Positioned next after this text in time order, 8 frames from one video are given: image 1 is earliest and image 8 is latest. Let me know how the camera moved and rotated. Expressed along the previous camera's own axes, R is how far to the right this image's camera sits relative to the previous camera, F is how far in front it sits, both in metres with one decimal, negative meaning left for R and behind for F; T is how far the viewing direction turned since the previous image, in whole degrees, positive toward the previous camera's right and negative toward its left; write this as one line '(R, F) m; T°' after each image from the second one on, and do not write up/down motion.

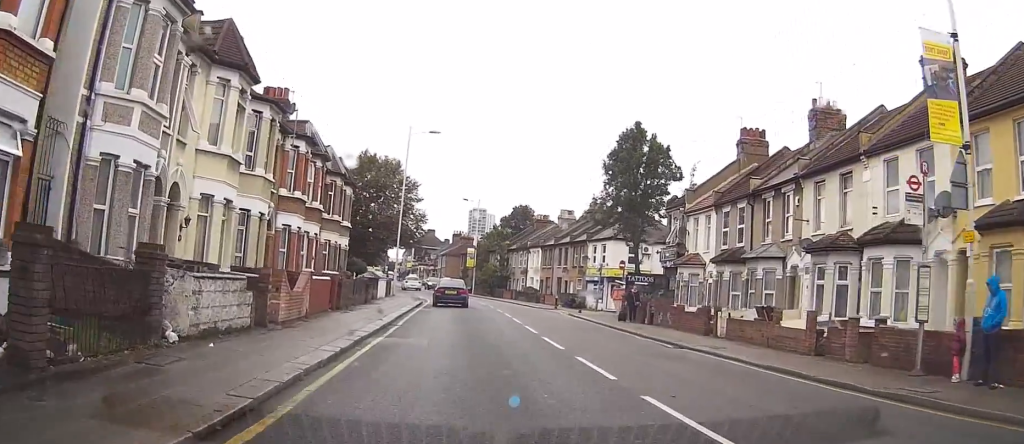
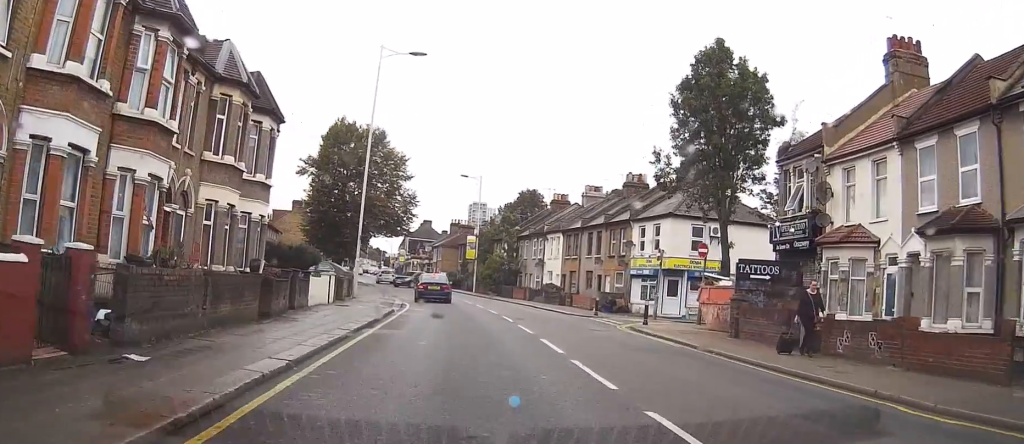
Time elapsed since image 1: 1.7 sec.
(0.0, +16.2) m; 0°
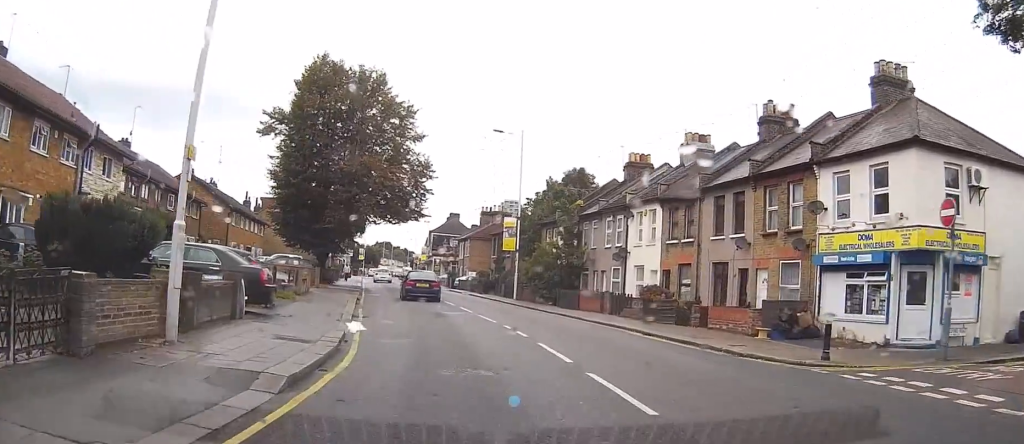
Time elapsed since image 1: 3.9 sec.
(-0.5, +21.1) m; -3°
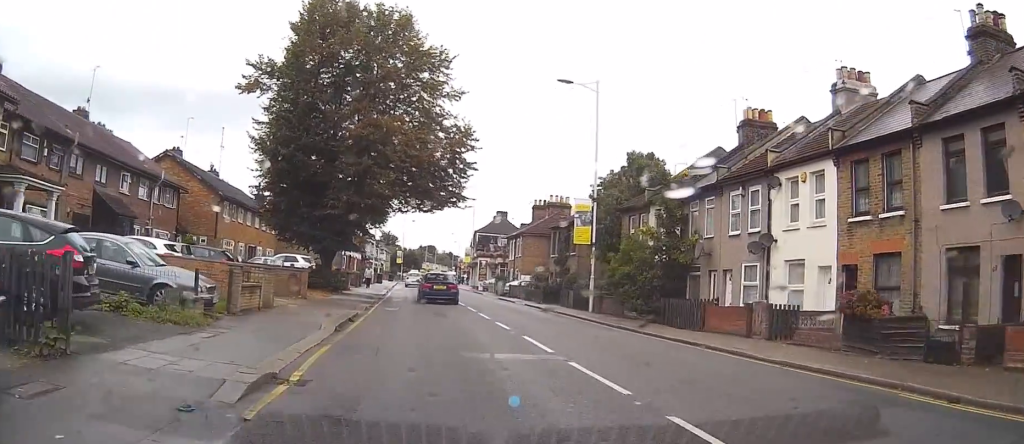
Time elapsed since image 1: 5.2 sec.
(-0.1, +13.3) m; -3°
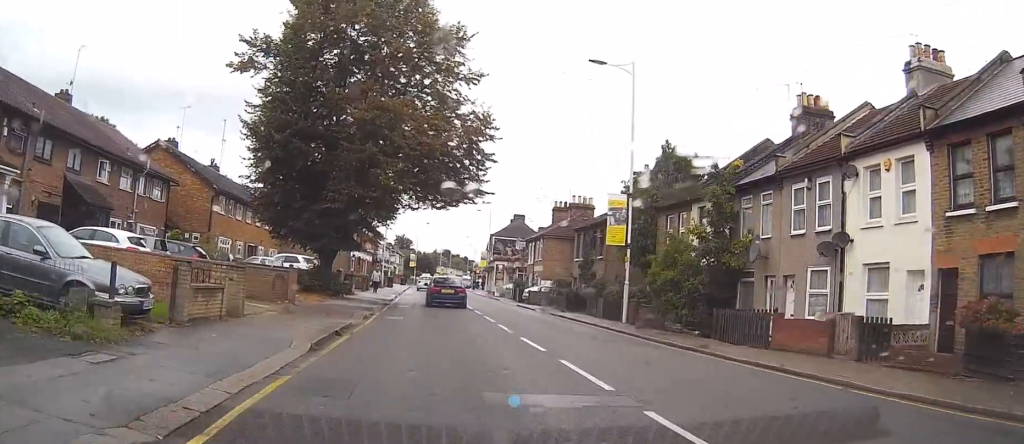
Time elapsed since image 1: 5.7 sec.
(-0.1, +4.2) m; -1°
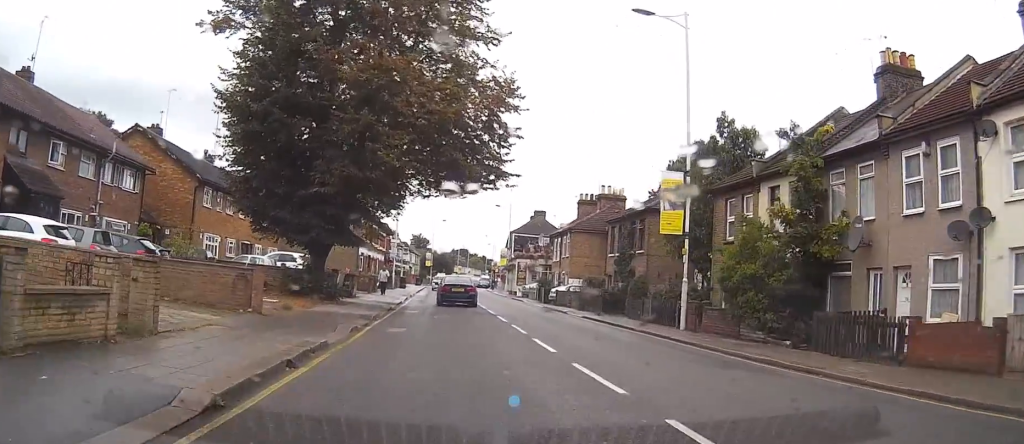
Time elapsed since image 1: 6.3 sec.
(-0.2, +5.8) m; -2°
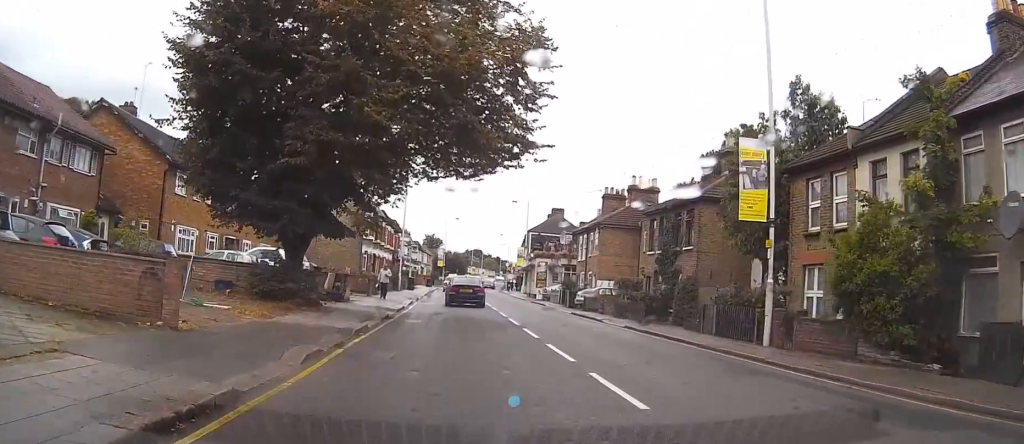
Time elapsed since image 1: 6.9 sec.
(0.0, +6.1) m; 0°
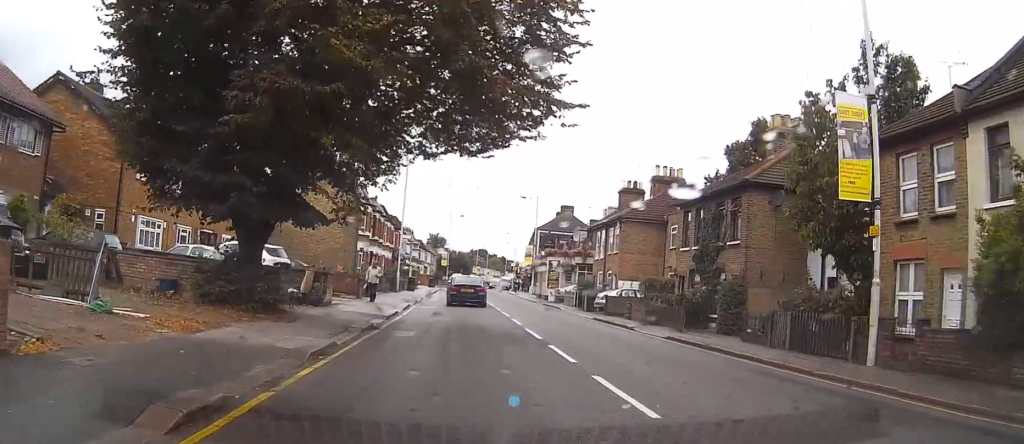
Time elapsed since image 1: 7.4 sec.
(0.0, +5.1) m; 0°
